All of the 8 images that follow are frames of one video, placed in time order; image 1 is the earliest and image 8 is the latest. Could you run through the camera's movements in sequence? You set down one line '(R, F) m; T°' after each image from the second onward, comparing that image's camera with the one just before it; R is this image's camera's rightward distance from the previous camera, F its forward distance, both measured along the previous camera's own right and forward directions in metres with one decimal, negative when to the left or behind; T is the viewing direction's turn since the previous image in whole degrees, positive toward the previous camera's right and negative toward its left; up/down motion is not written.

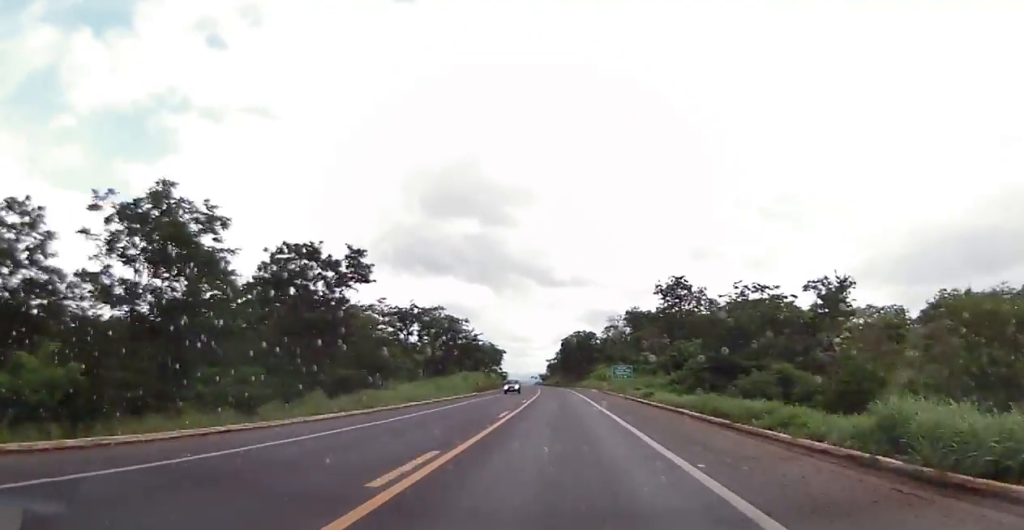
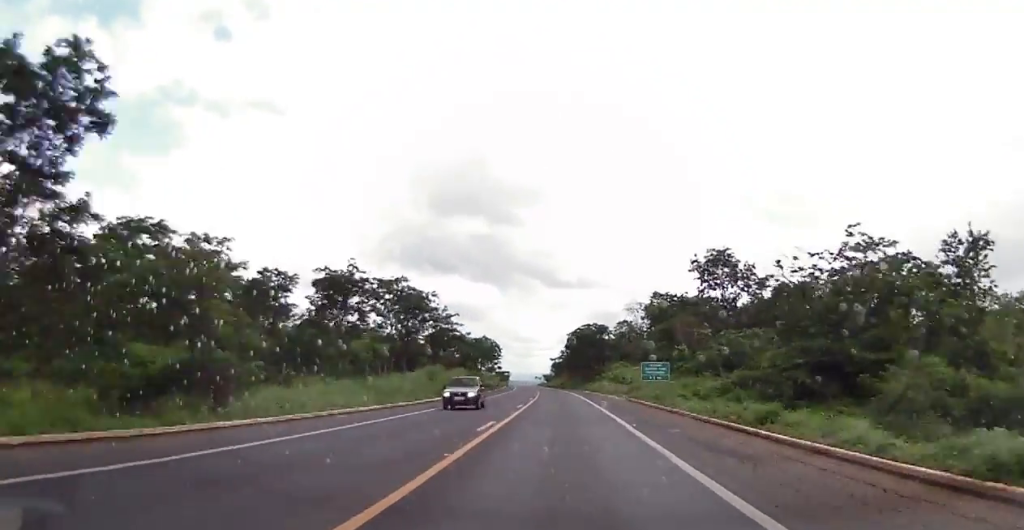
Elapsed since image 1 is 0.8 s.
(+0.2, +21.8) m; 0°
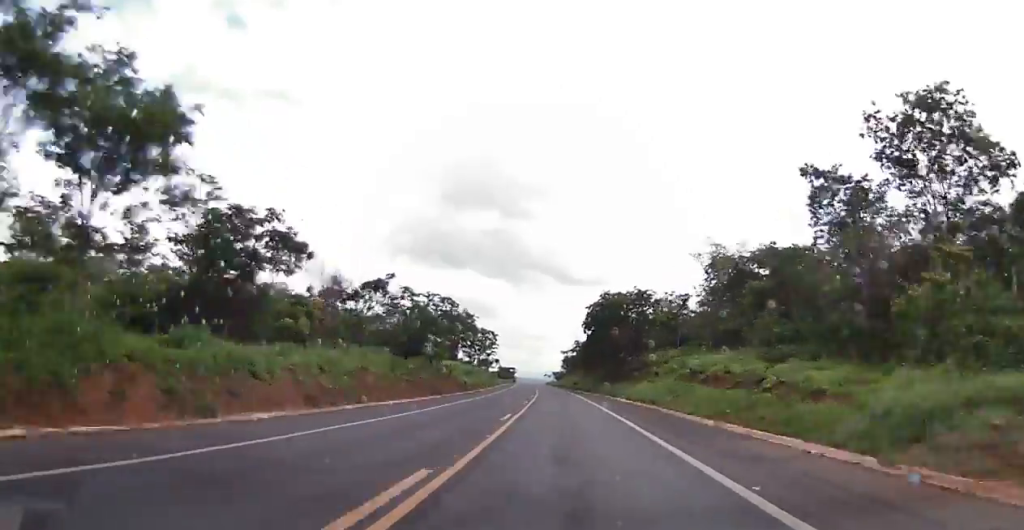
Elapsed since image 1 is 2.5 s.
(-0.5, +42.3) m; -1°
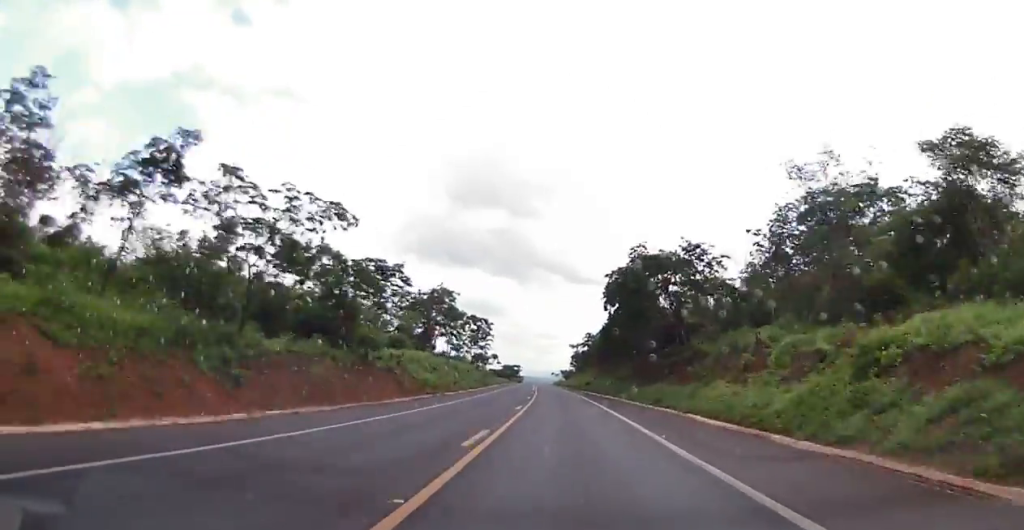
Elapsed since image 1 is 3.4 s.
(-0.3, +24.0) m; -1°
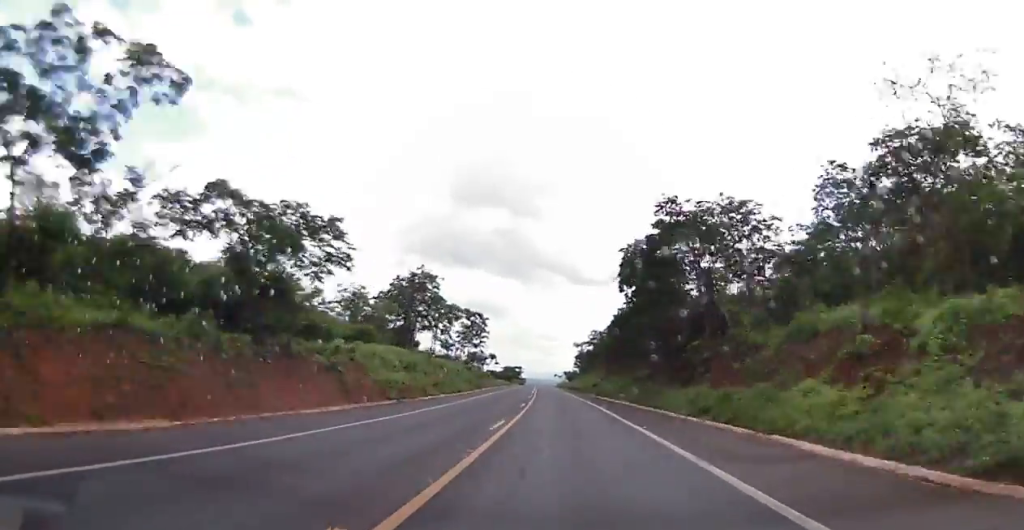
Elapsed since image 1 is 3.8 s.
(0.0, +11.0) m; 0°
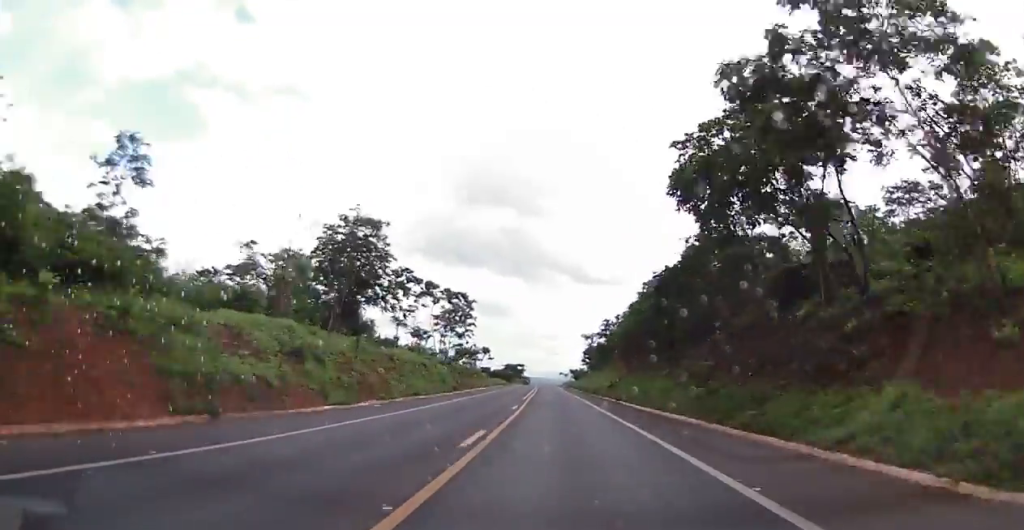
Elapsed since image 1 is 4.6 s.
(-0.1, +20.3) m; 0°
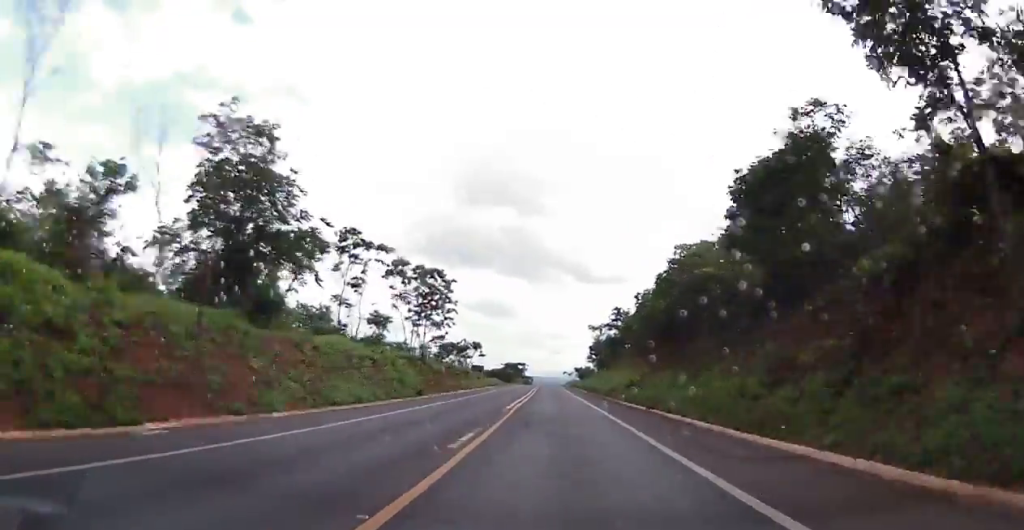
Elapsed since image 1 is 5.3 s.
(0.0, +15.9) m; 0°
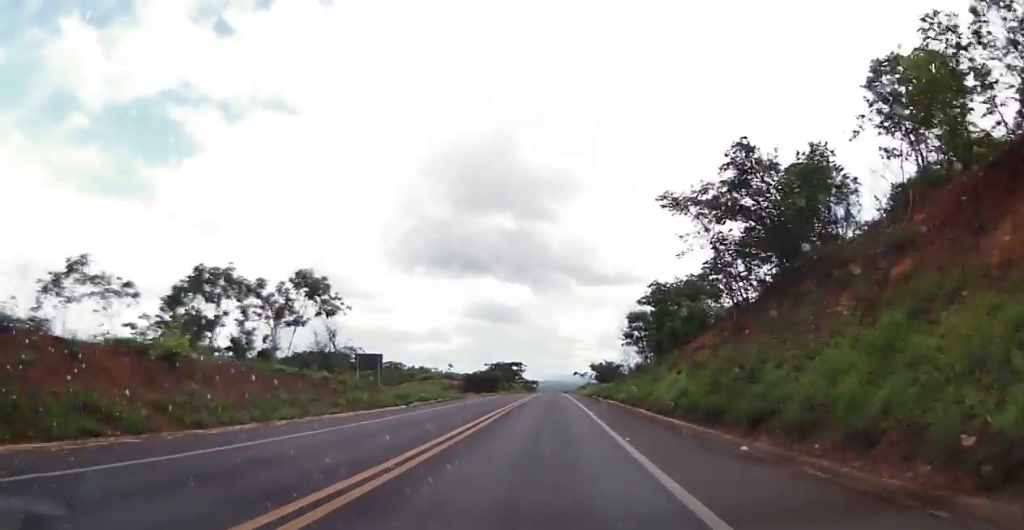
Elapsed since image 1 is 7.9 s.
(-1.2, +64.2) m; -2°
